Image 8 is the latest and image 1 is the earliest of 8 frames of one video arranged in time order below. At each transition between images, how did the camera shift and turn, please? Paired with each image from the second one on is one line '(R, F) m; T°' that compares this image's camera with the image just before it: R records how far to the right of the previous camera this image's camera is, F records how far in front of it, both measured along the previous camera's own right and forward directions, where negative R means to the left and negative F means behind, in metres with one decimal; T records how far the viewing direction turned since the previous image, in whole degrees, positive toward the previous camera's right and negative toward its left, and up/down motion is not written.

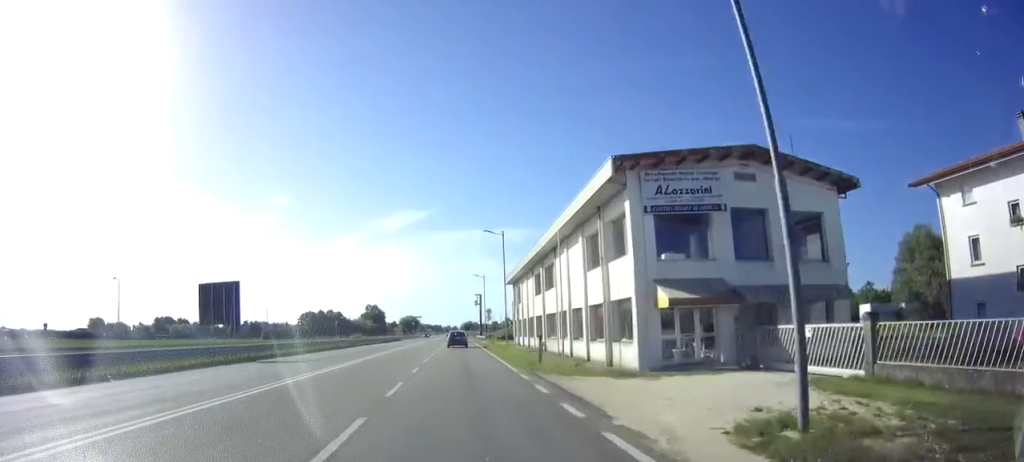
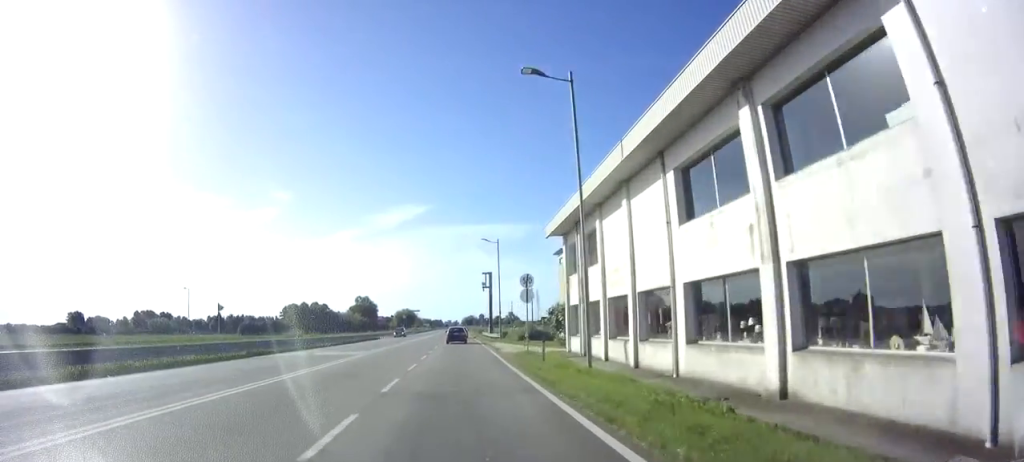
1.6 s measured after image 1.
(-0.1, +28.6) m; -1°
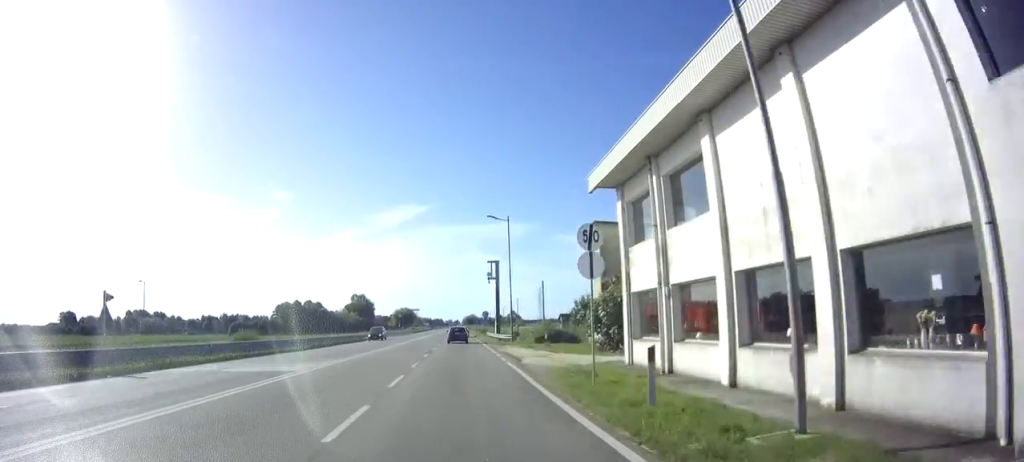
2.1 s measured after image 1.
(0.0, +10.6) m; 0°
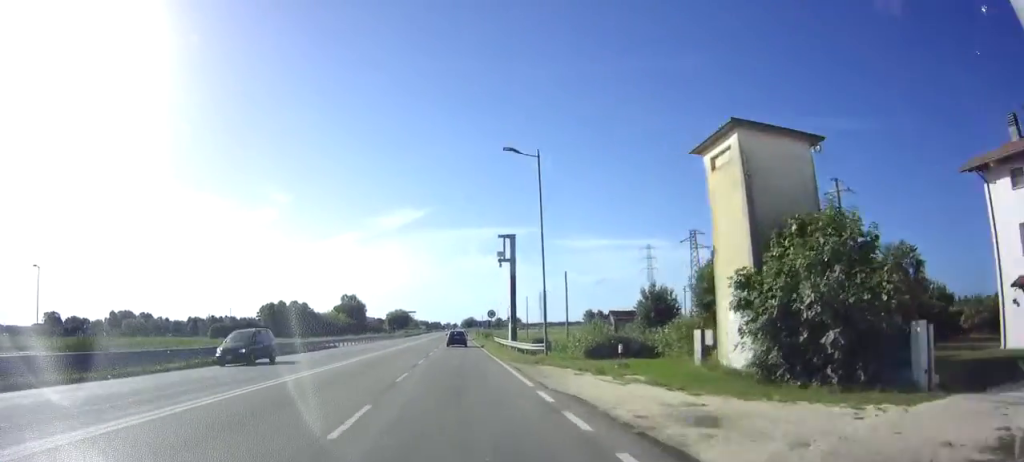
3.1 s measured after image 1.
(+0.2, +17.7) m; 0°
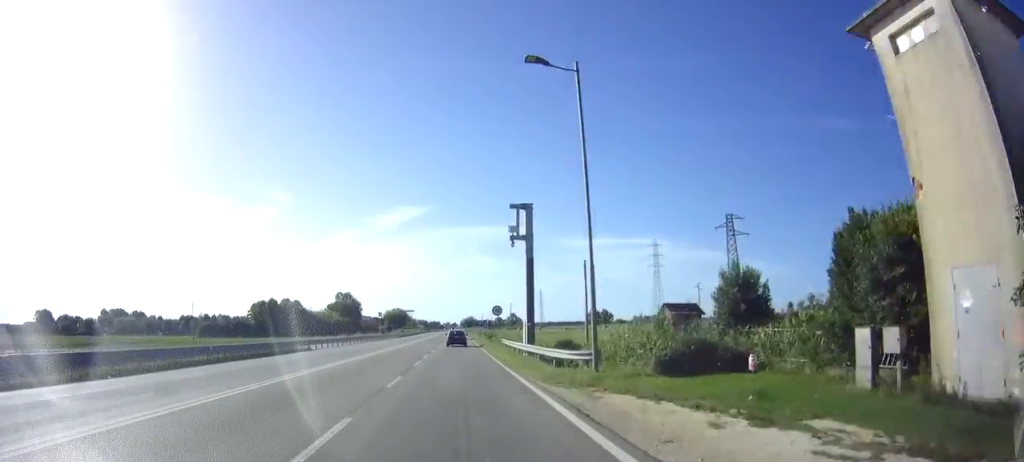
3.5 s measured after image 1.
(-0.1, +9.0) m; 0°
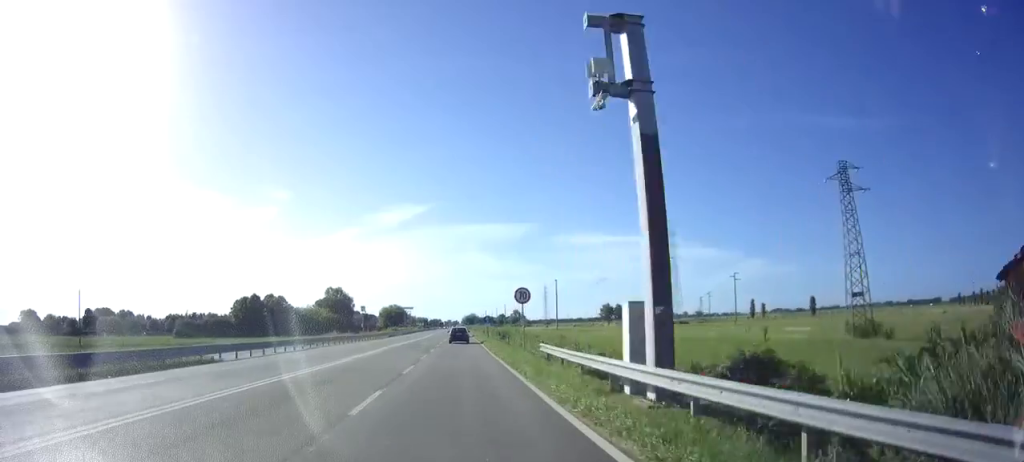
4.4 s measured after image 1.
(0.0, +17.7) m; 0°
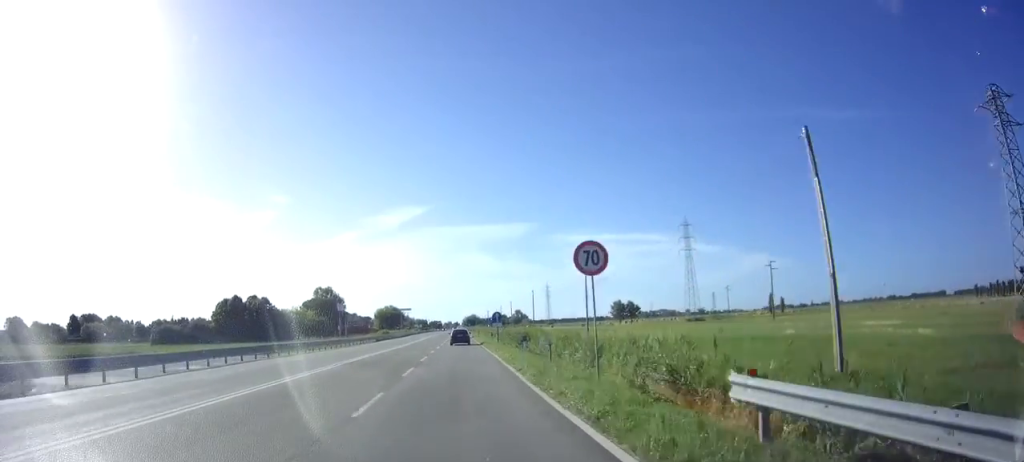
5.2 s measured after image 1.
(+0.1, +14.8) m; 0°
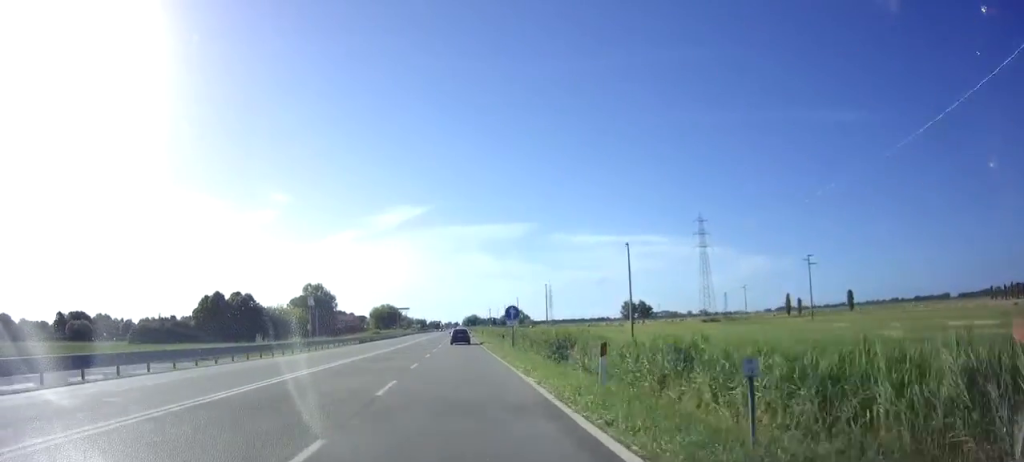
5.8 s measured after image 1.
(+0.1, +12.4) m; -1°
